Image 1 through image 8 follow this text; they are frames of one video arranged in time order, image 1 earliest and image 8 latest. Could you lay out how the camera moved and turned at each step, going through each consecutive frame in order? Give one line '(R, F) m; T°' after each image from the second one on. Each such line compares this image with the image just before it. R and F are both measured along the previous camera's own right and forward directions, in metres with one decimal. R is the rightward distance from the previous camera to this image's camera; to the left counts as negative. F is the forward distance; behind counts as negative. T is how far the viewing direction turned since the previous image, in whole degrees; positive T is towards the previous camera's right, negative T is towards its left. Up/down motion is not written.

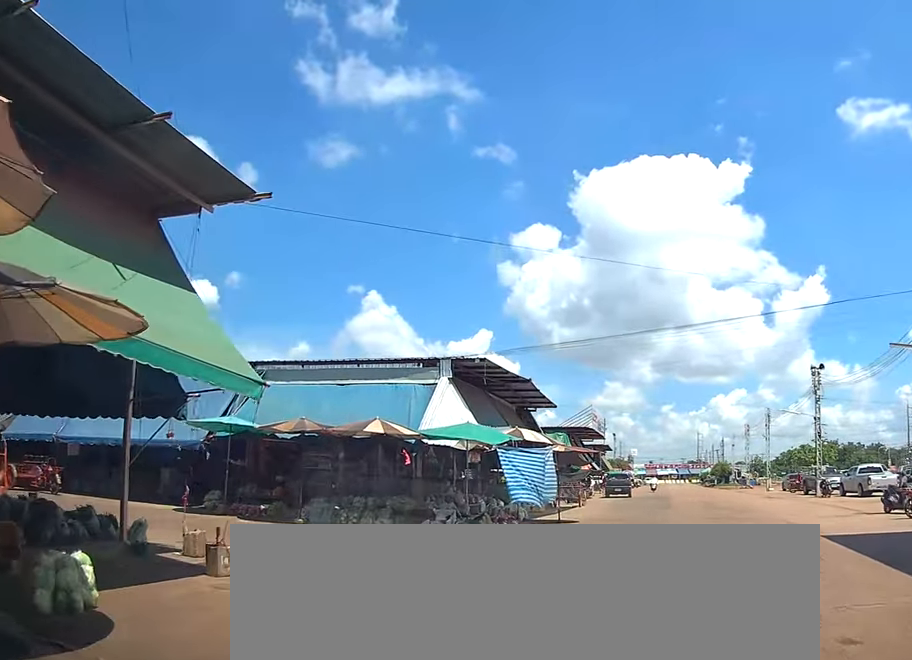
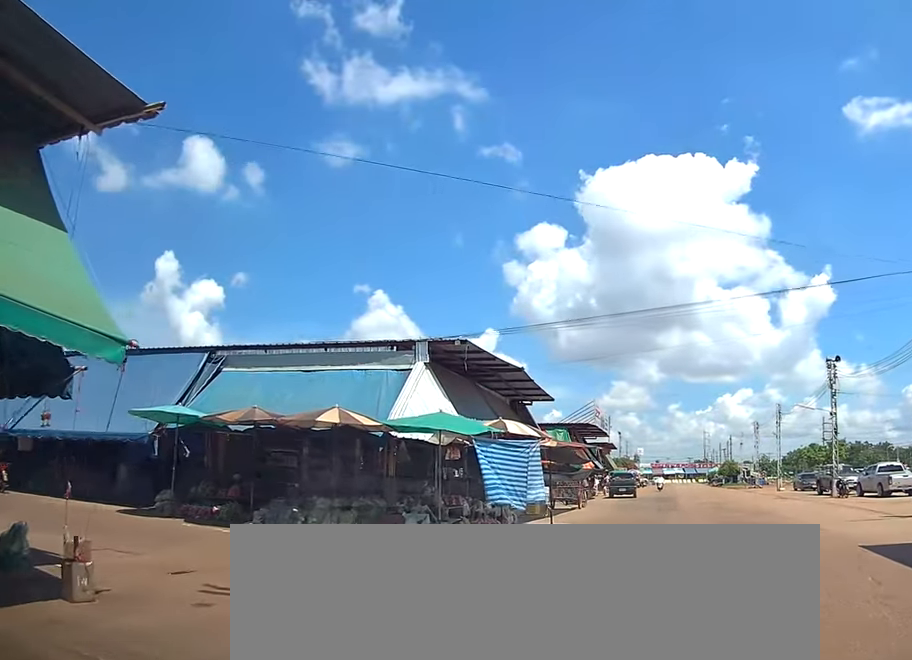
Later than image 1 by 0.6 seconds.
(0.0, +2.2) m; +1°
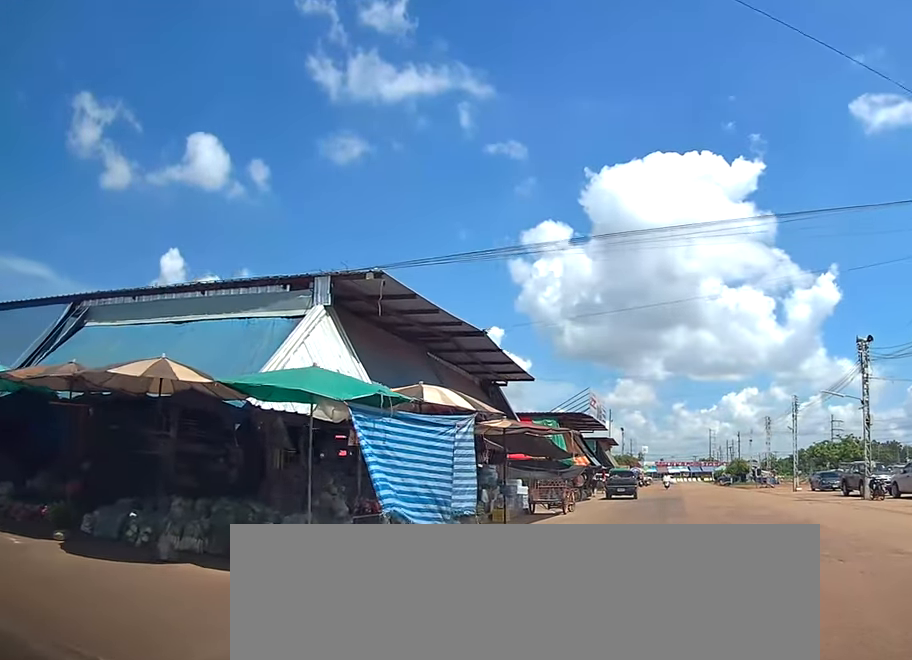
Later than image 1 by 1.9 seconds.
(+0.2, +5.3) m; +4°
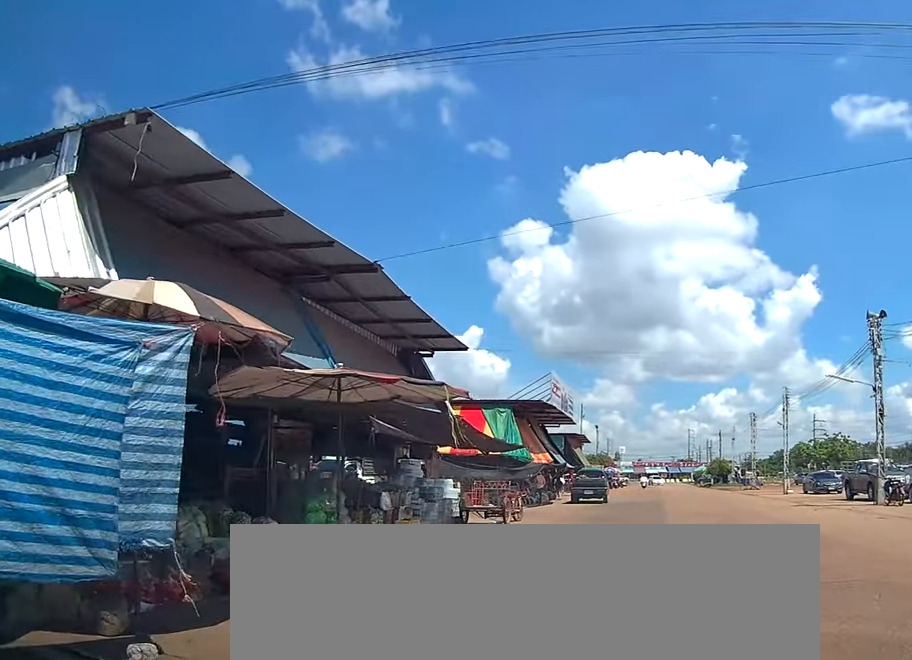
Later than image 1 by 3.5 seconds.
(+0.4, +6.2) m; +6°
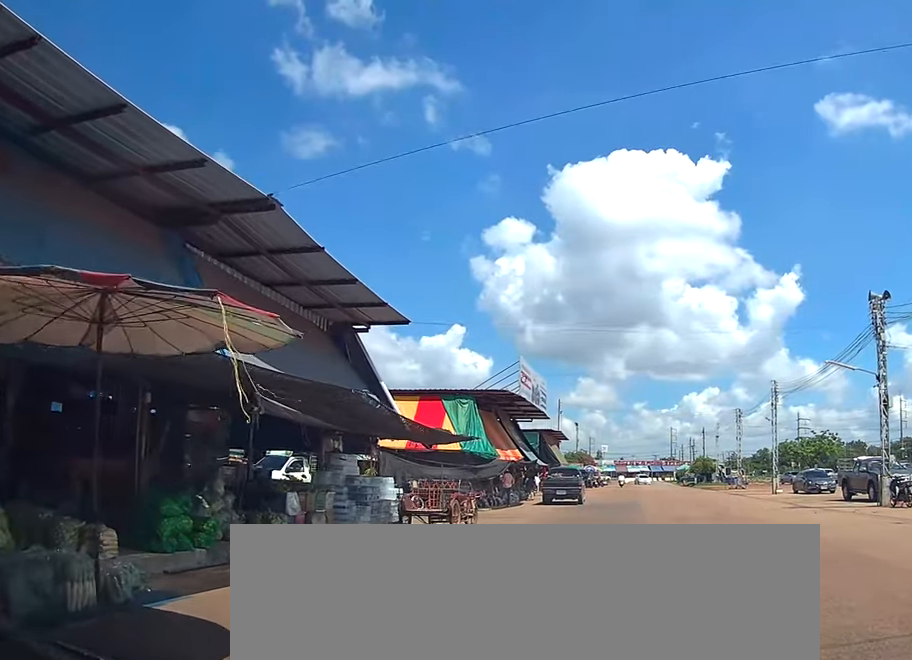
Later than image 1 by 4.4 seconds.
(0.0, +3.6) m; +2°
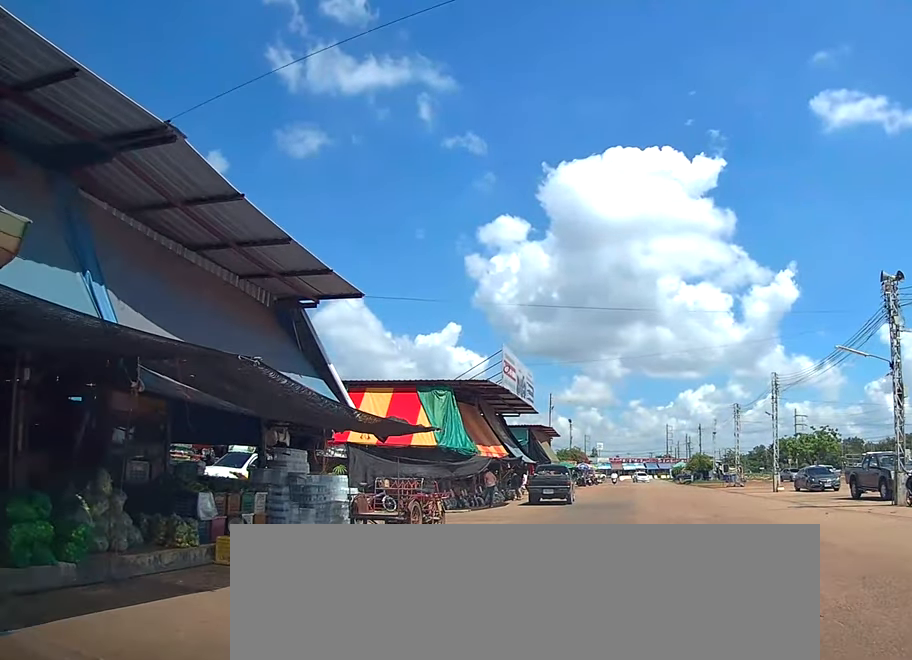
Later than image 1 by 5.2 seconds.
(+0.1, +2.9) m; +3°
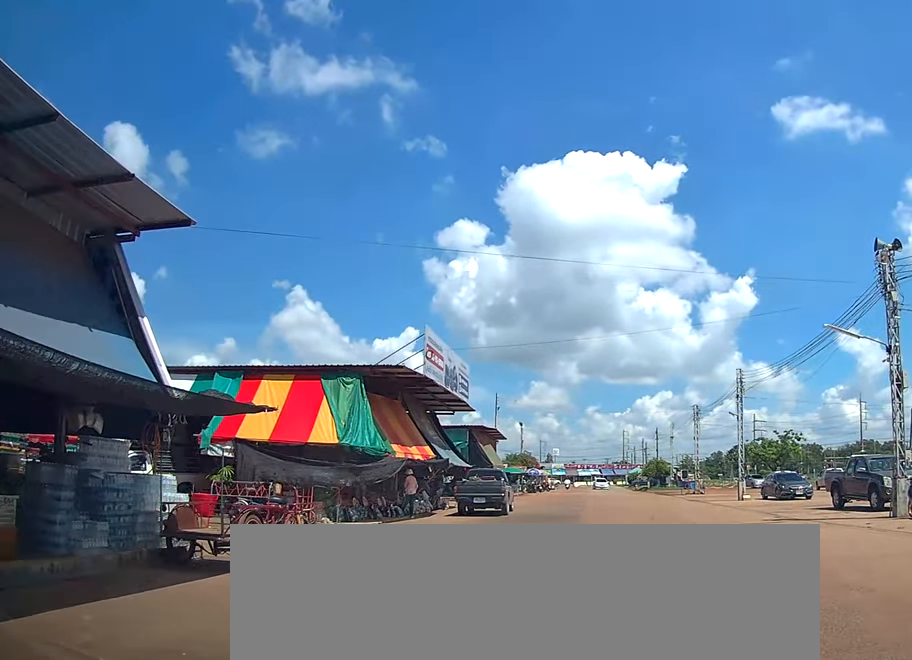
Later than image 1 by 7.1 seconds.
(+0.5, +5.6) m; +18°
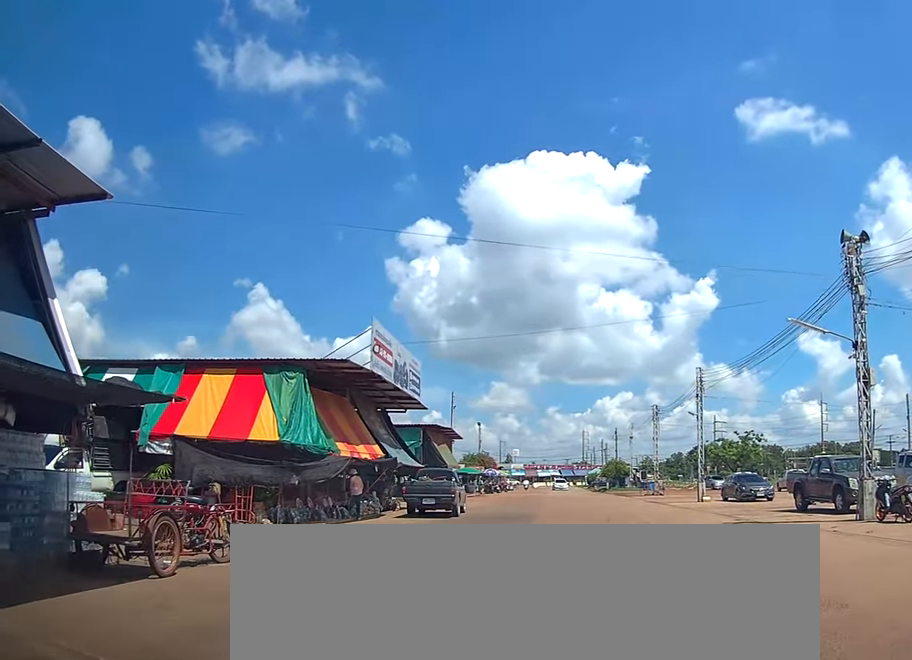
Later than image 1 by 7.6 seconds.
(-0.1, +1.2) m; +8°
